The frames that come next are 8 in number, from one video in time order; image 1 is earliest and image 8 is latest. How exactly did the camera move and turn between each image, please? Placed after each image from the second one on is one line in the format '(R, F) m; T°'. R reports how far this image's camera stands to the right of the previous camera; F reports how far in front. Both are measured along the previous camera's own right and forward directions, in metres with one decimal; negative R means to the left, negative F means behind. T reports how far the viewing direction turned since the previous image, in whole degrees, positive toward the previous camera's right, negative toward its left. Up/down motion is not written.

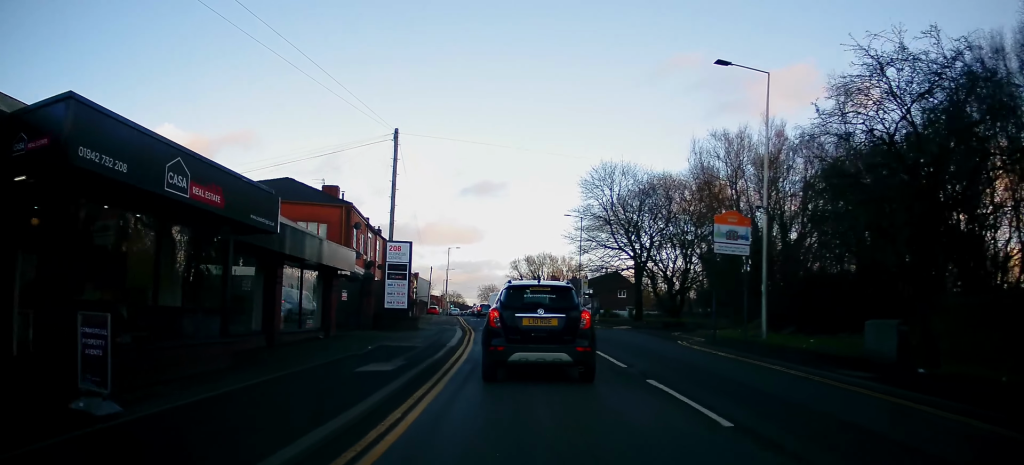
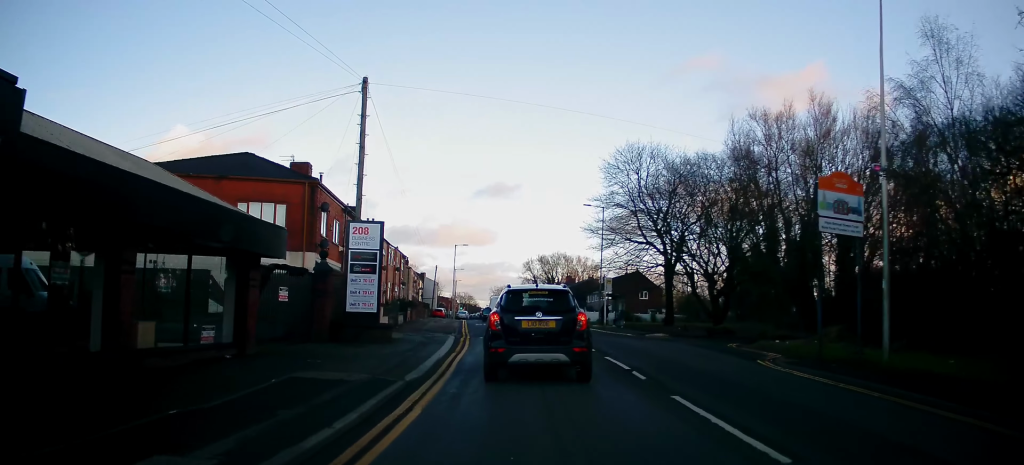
(-0.2, +7.2) m; +1°
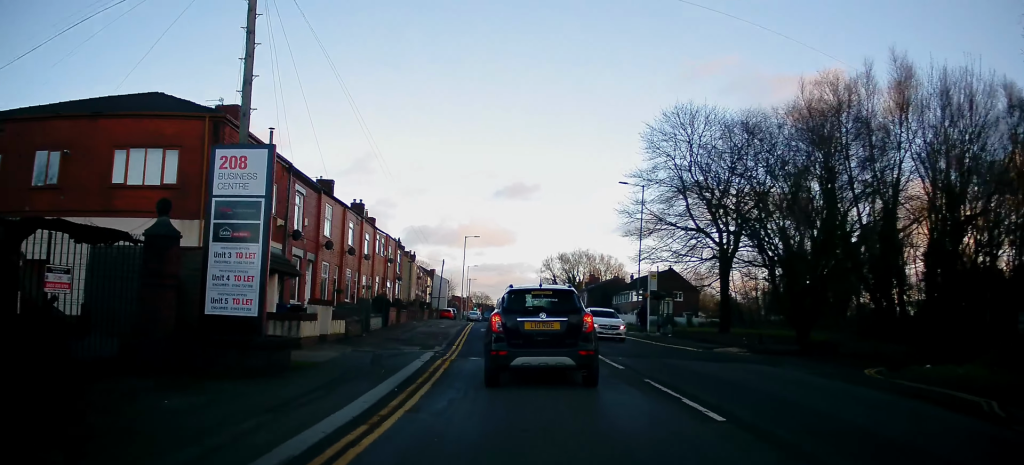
(+0.4, +9.9) m; -2°
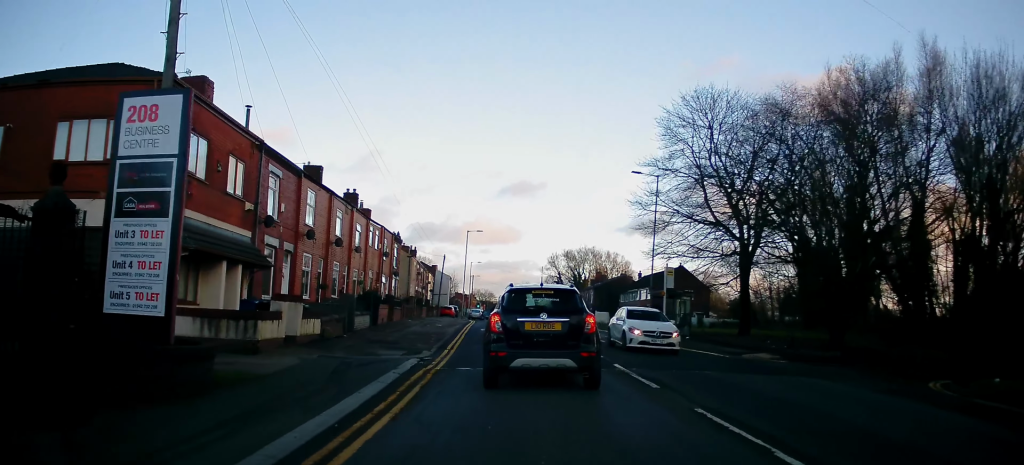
(-0.1, +3.0) m; -2°
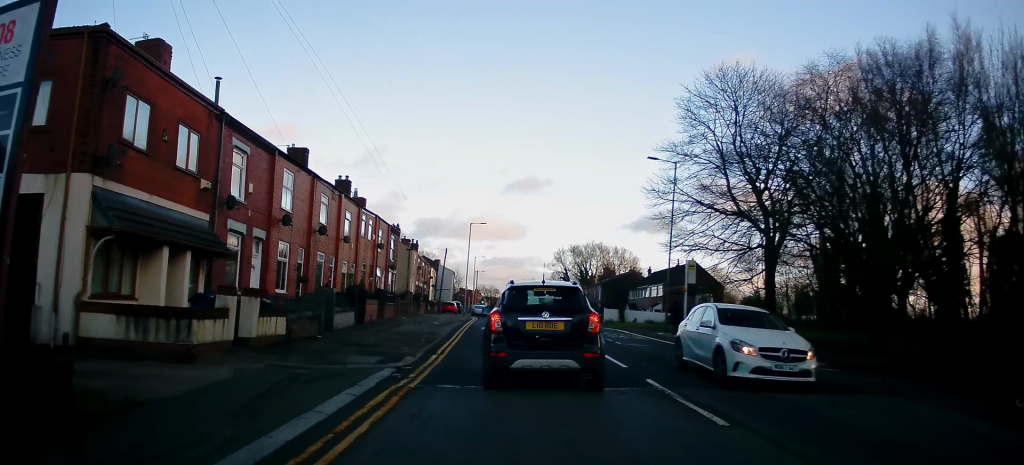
(-0.2, +3.2) m; -1°
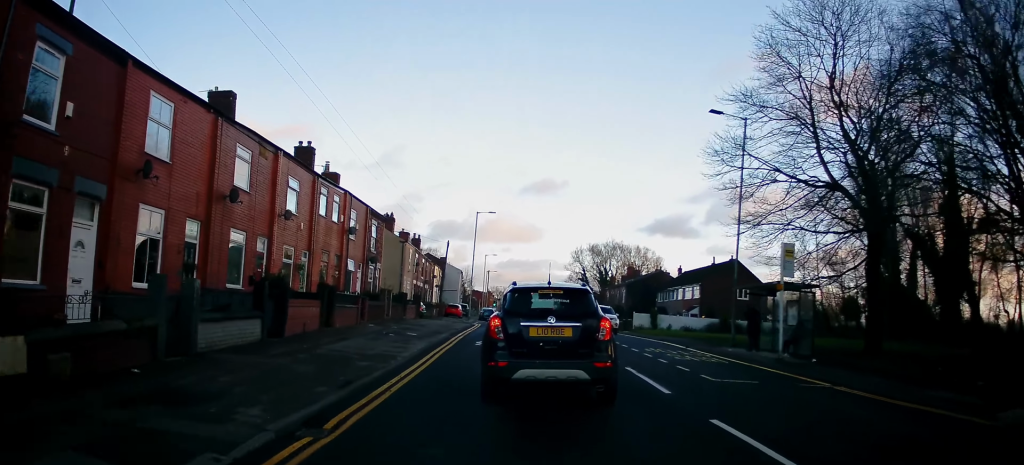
(+0.1, +9.4) m; +2°
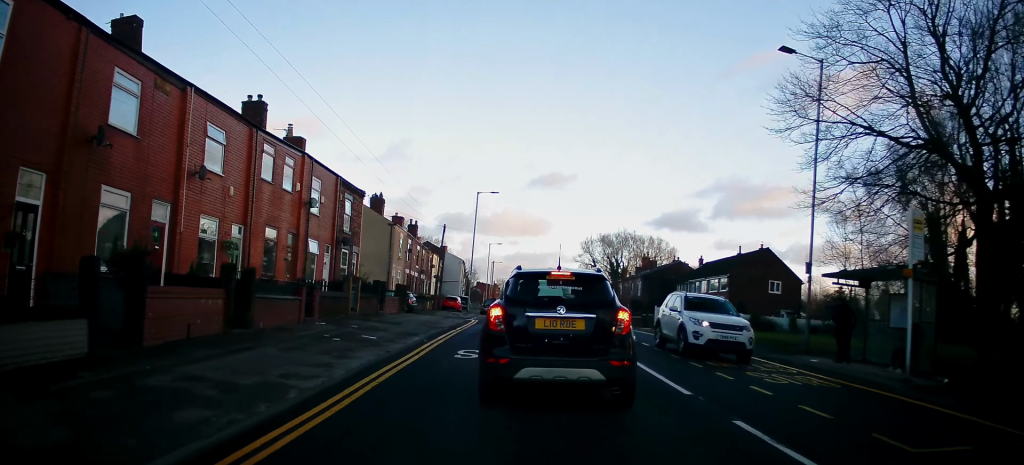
(+0.1, +6.3) m; +1°
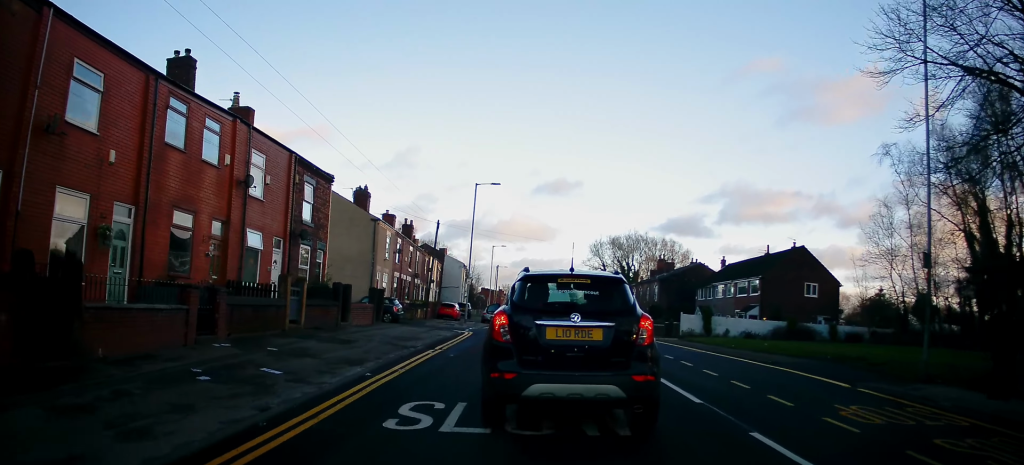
(-0.1, +6.4) m; +1°
